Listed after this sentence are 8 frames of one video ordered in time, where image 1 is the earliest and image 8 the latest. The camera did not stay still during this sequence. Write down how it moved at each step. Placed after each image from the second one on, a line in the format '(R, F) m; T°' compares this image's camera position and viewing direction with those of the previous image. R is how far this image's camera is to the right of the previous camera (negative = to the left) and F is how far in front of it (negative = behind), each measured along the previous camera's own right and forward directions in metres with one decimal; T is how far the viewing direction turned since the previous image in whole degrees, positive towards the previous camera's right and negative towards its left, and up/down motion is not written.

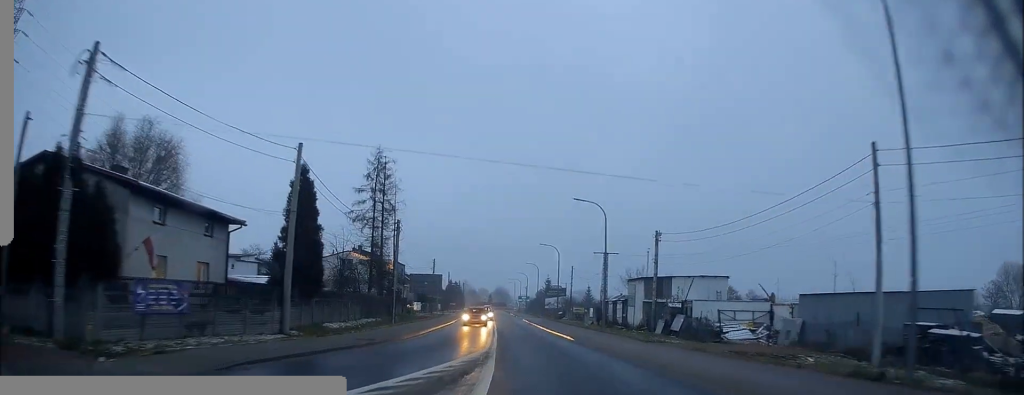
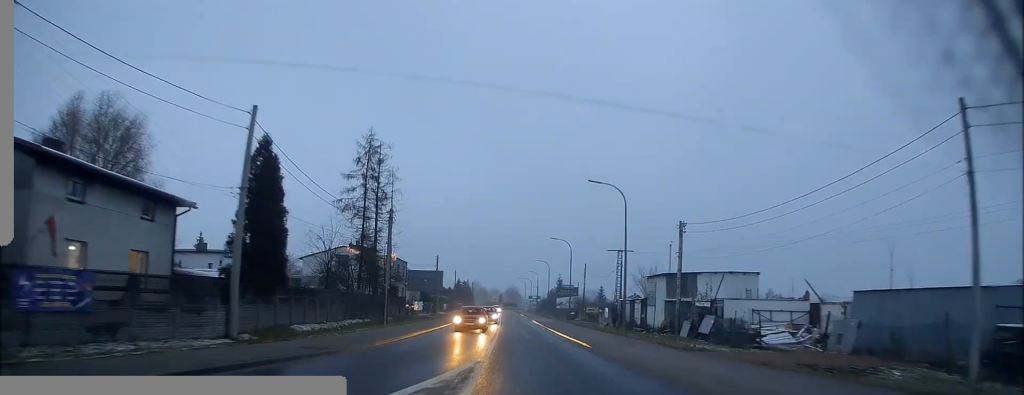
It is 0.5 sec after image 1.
(+0.1, +5.7) m; 0°
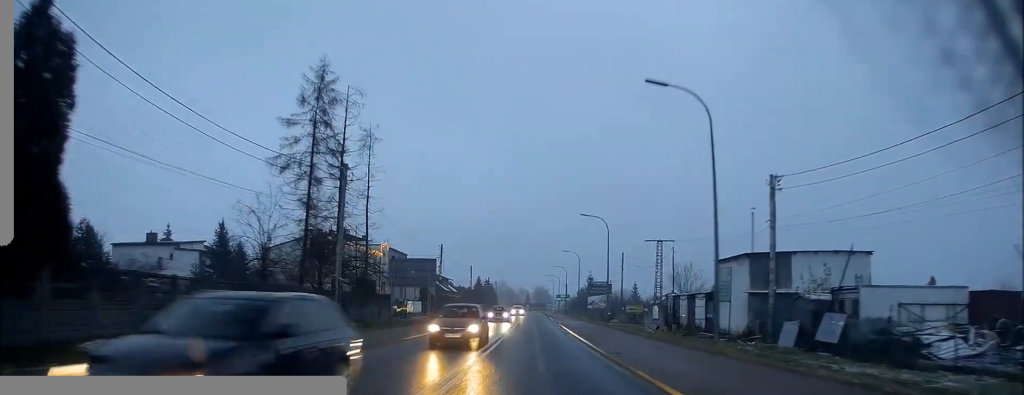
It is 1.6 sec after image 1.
(-0.2, +14.9) m; -2°
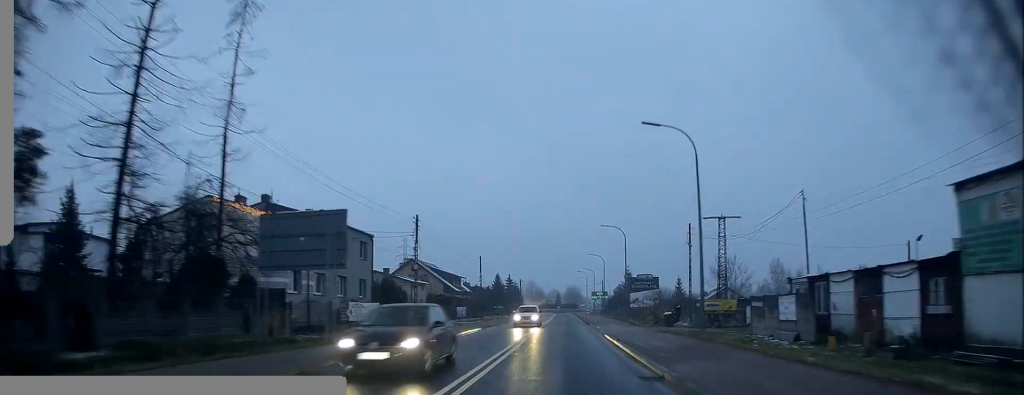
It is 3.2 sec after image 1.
(-0.7, +22.6) m; -4°
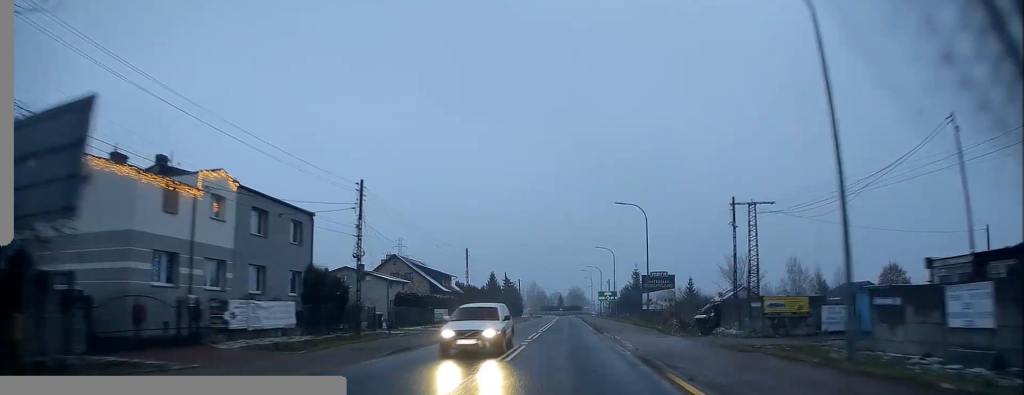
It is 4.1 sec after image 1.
(-0.4, +13.0) m; -1°
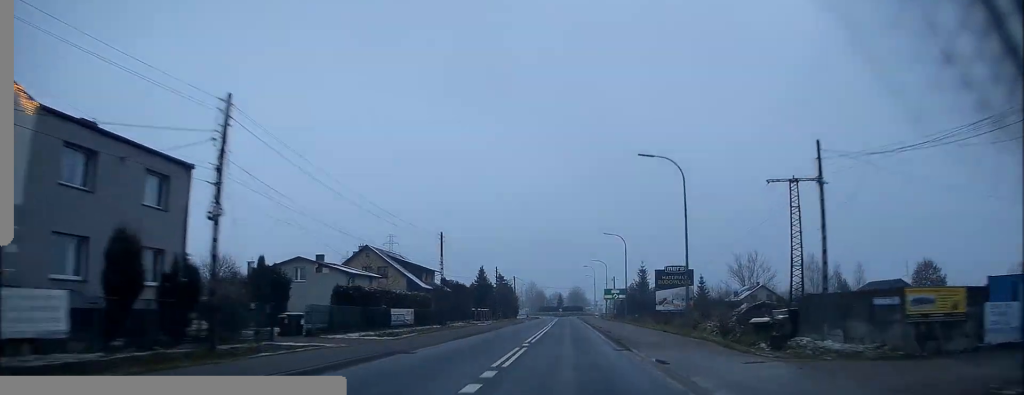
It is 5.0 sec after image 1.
(+0.2, +13.4) m; +2°
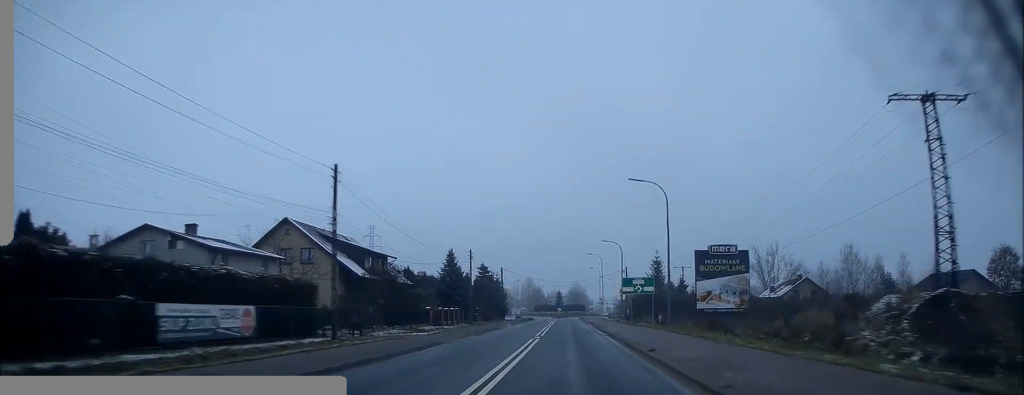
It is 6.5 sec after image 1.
(0.0, +24.3) m; -1°
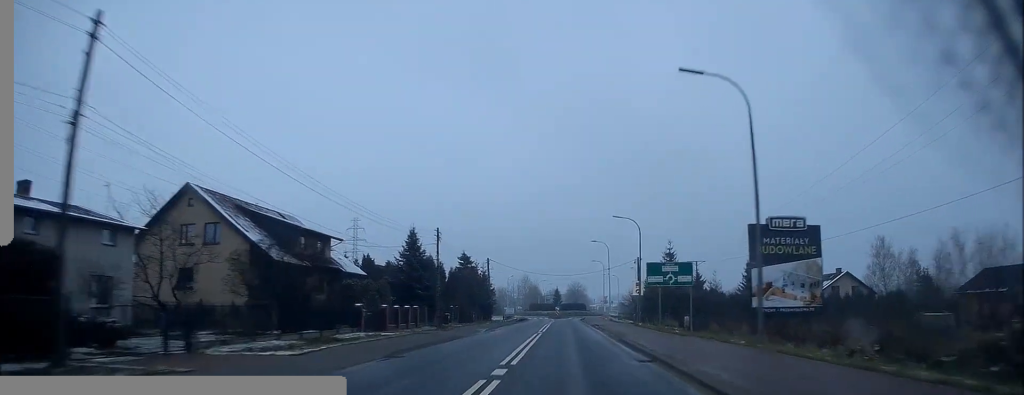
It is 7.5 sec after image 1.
(-0.2, +16.5) m; 0°
